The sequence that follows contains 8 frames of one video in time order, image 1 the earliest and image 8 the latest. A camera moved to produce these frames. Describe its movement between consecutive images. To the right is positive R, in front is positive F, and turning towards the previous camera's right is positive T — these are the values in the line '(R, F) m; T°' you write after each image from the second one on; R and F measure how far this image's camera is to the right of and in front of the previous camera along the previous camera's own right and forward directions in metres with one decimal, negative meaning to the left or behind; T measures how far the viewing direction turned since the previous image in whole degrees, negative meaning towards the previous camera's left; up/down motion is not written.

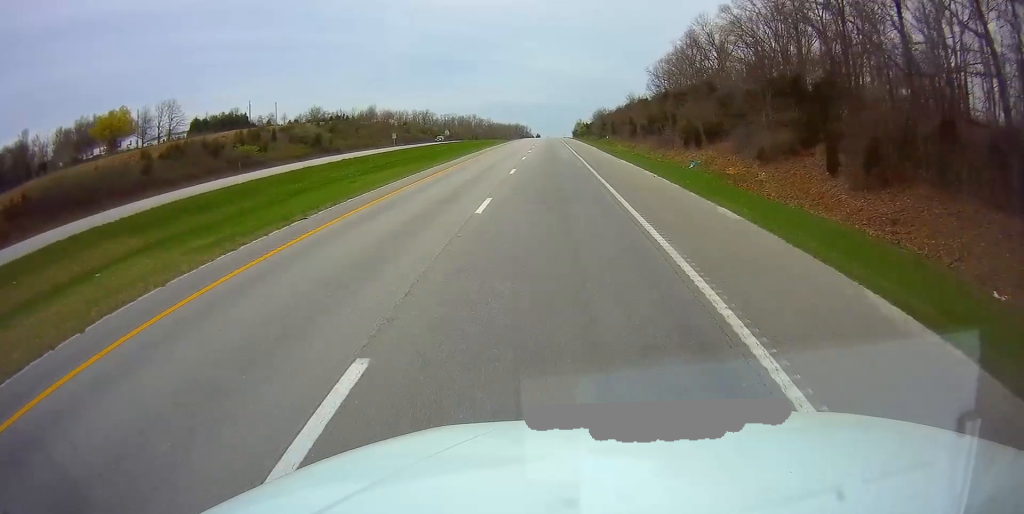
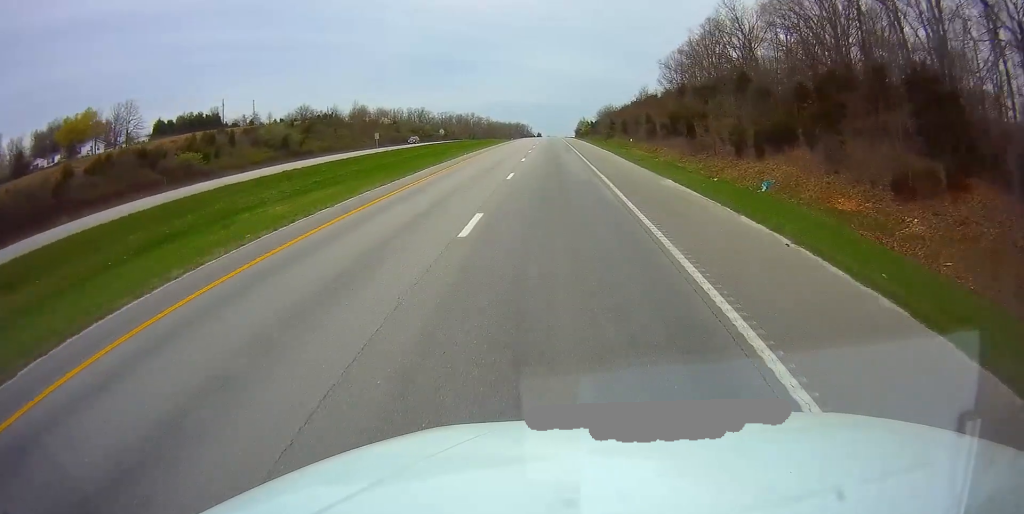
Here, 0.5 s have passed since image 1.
(-0.3, +15.4) m; 0°
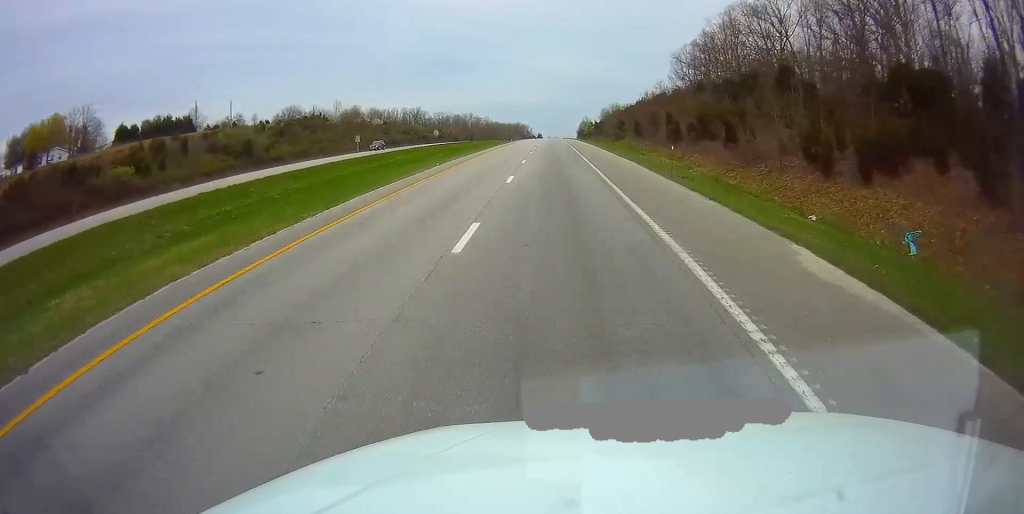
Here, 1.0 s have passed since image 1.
(+0.3, +13.5) m; 0°
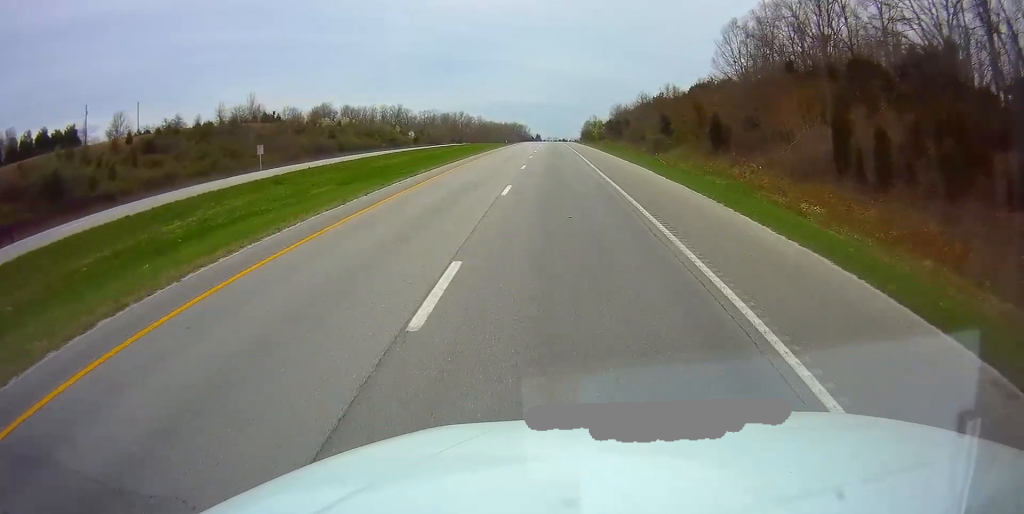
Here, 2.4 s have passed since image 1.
(-0.2, +40.3) m; 0°
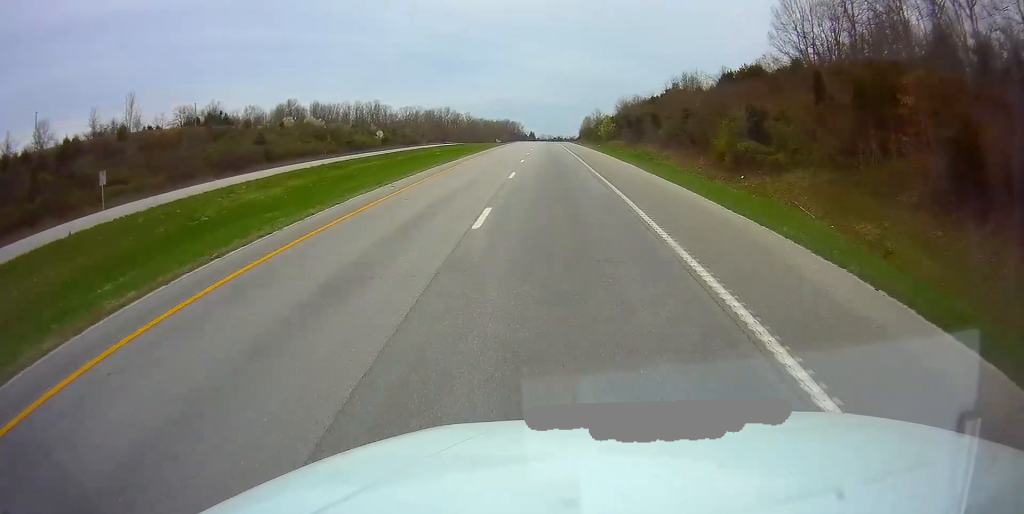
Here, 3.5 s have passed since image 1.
(+0.6, +30.7) m; +1°
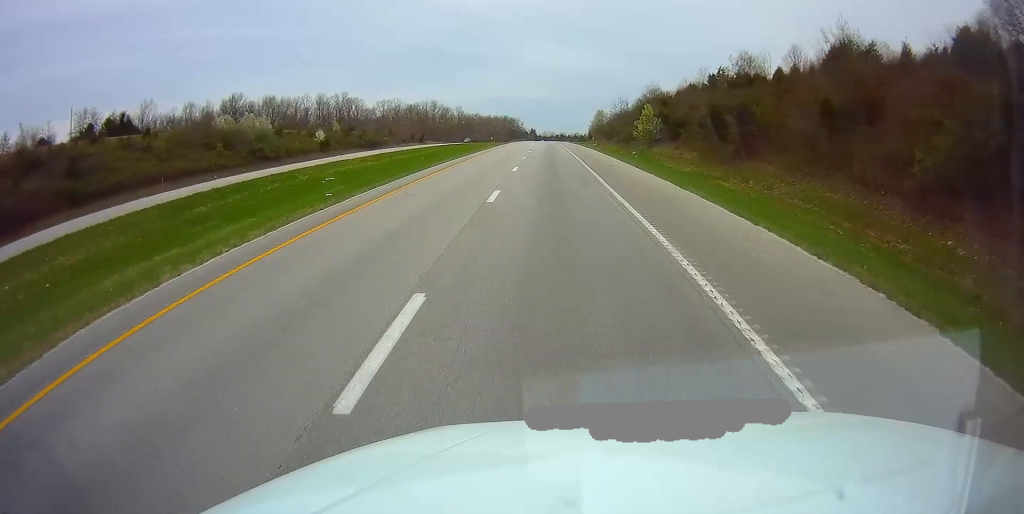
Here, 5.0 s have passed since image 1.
(-0.5, +44.9) m; -1°
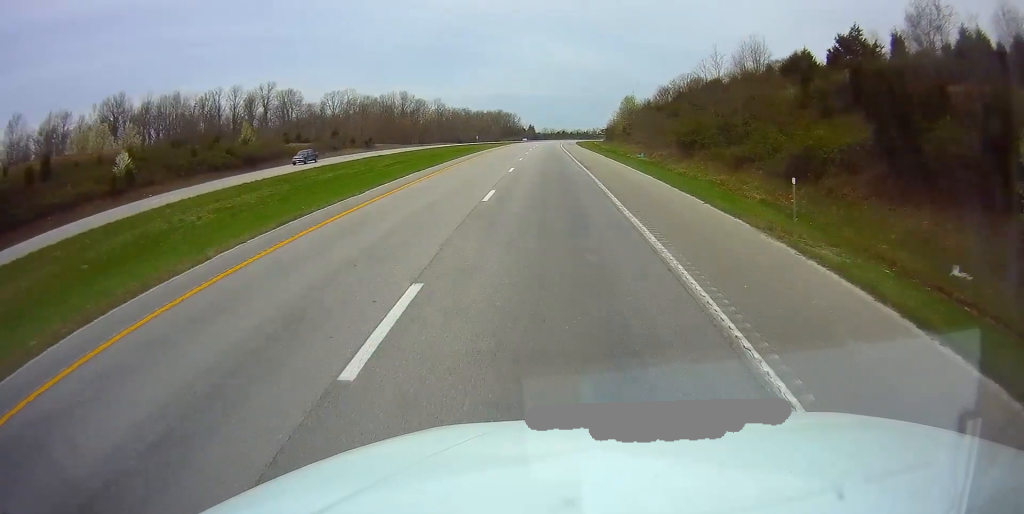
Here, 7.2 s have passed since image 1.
(-0.2, +61.1) m; 0°
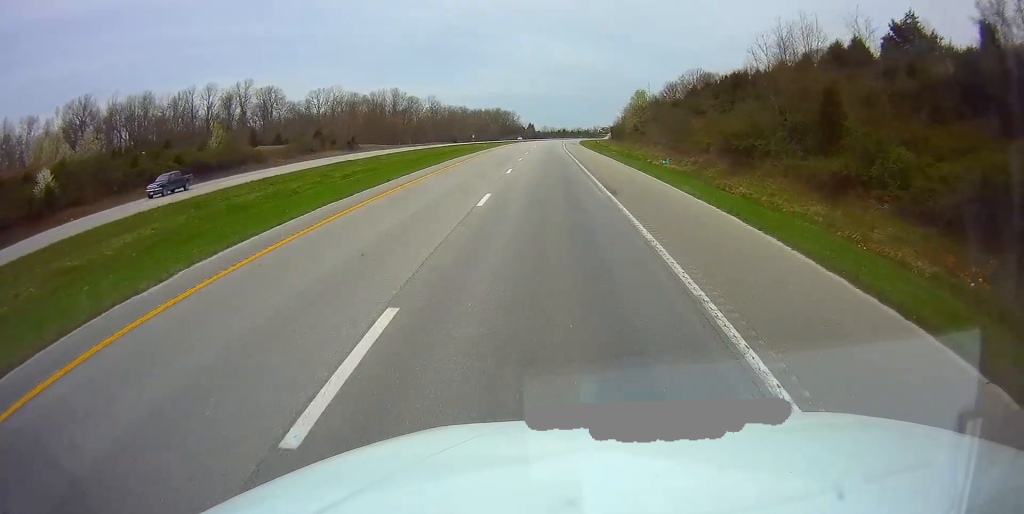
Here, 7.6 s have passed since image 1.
(-0.1, +13.3) m; 0°
